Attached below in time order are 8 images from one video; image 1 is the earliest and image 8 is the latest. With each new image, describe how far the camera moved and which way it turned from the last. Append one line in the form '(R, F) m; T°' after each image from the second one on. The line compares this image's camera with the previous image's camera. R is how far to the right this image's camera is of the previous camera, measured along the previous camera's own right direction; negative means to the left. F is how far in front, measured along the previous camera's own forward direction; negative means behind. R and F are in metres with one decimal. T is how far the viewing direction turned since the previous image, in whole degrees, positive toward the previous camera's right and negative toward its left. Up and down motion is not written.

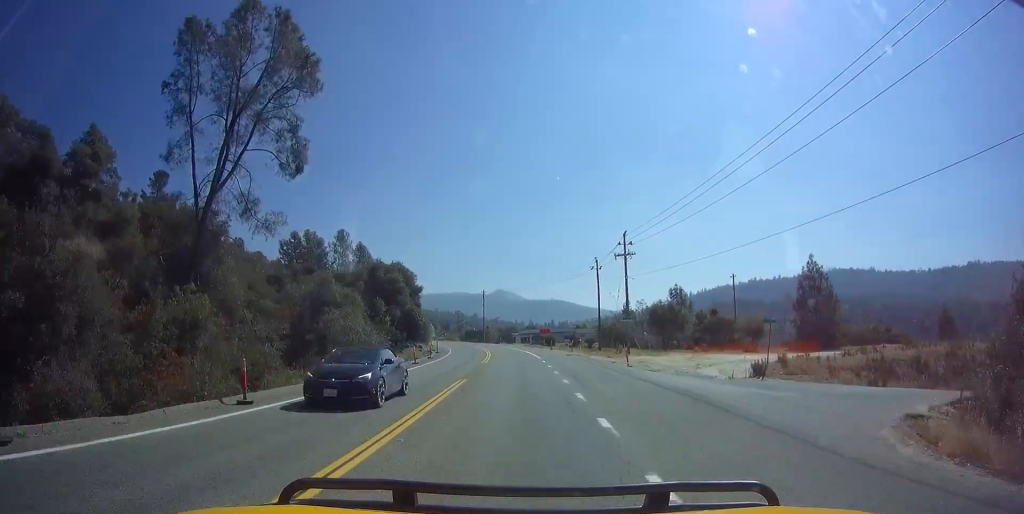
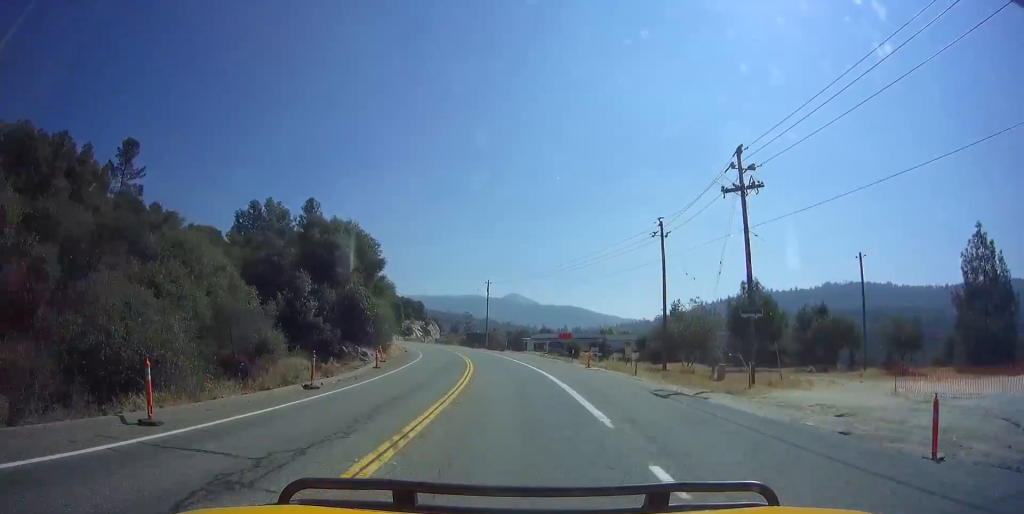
(-0.9, +25.4) m; -5°
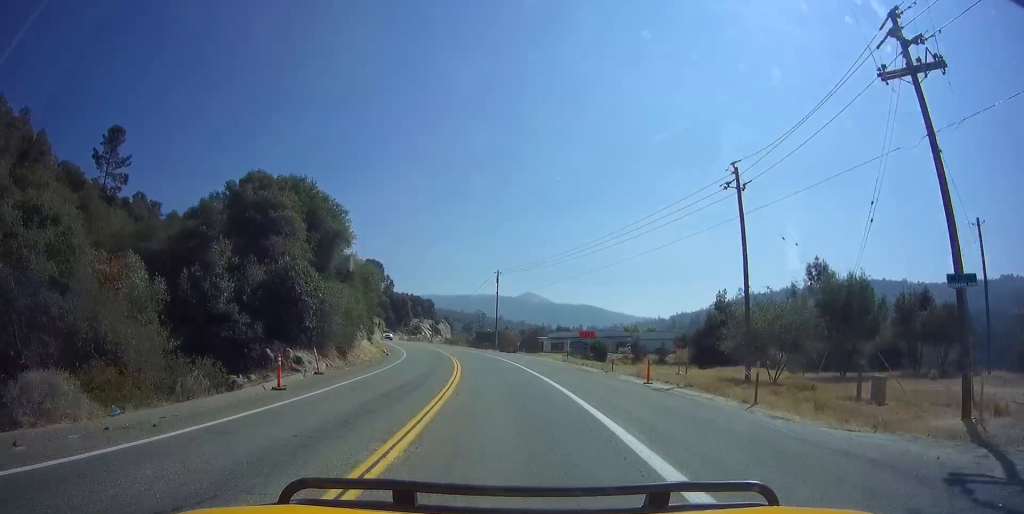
(-0.3, +12.9) m; -3°
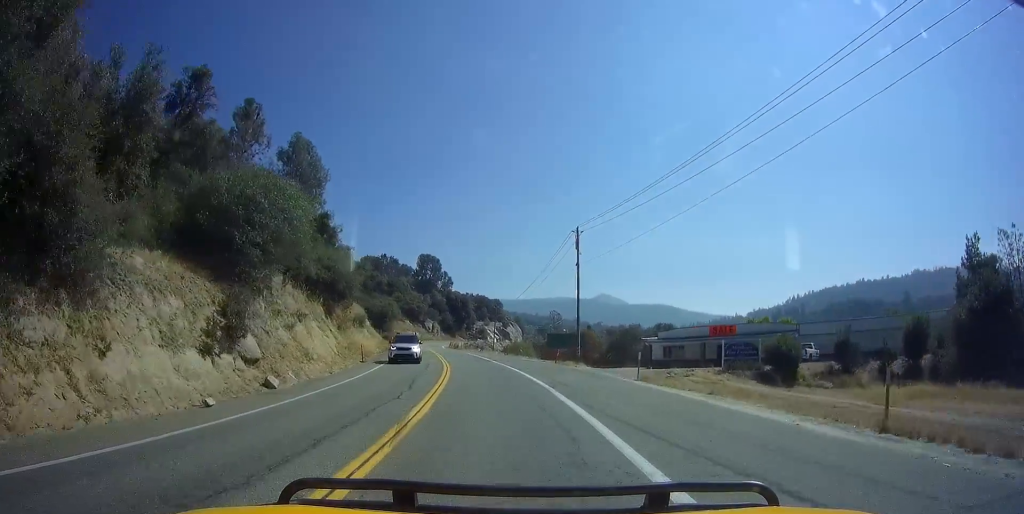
(-2.3, +31.6) m; -7°
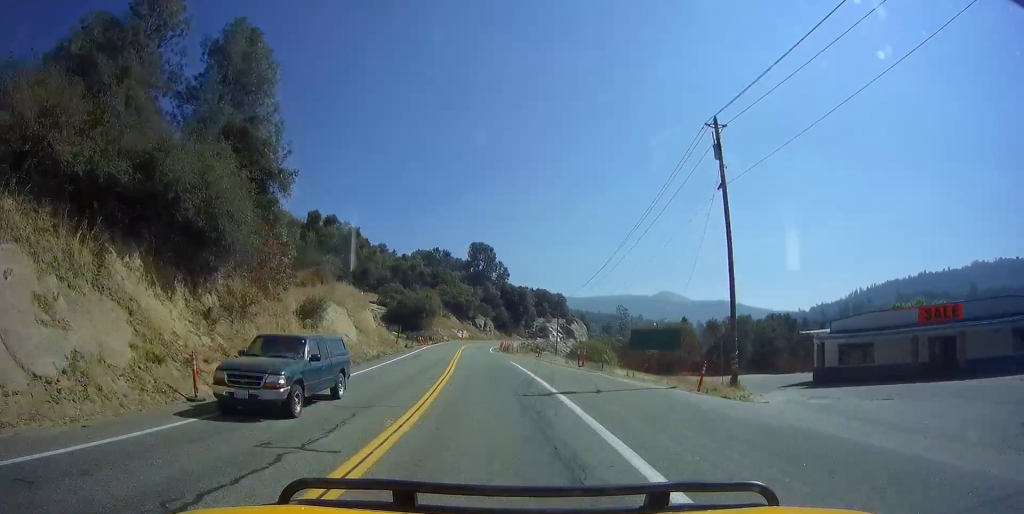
(-0.8, +23.6) m; -5°
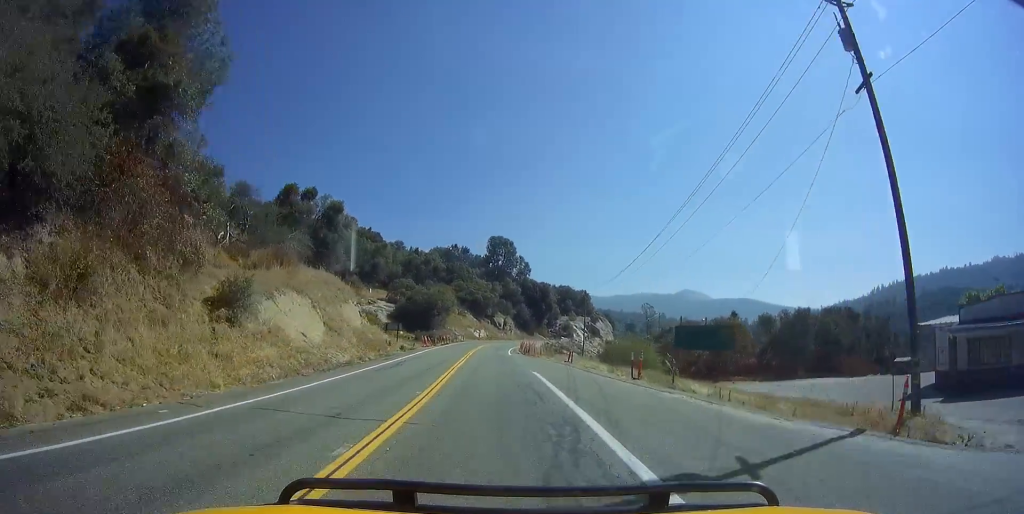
(-0.4, +10.1) m; 0°
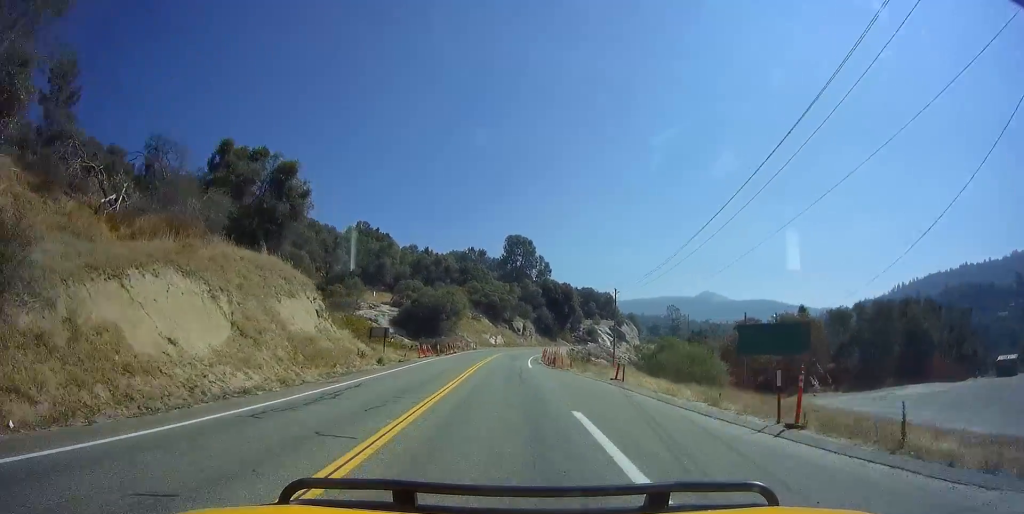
(-0.3, +11.5) m; 0°
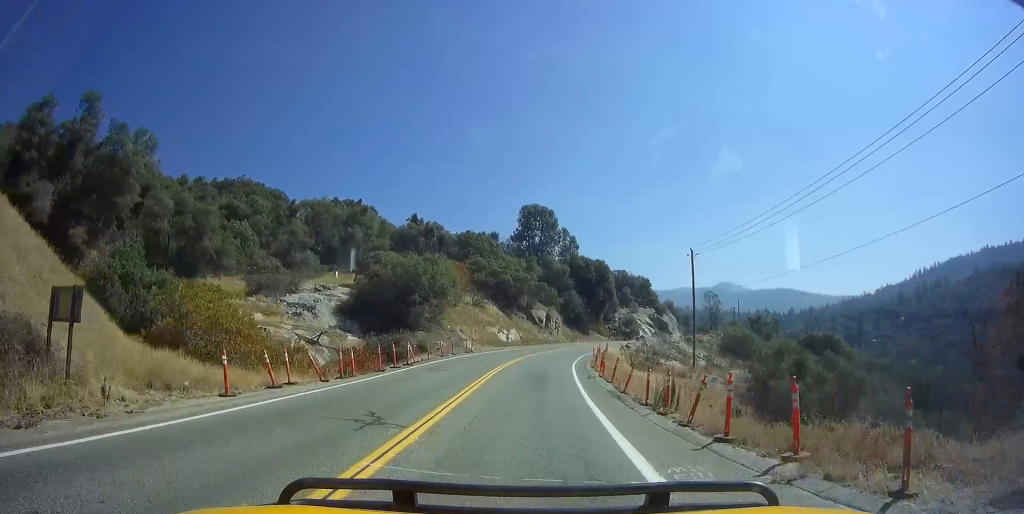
(+1.4, +30.4) m; +6°
